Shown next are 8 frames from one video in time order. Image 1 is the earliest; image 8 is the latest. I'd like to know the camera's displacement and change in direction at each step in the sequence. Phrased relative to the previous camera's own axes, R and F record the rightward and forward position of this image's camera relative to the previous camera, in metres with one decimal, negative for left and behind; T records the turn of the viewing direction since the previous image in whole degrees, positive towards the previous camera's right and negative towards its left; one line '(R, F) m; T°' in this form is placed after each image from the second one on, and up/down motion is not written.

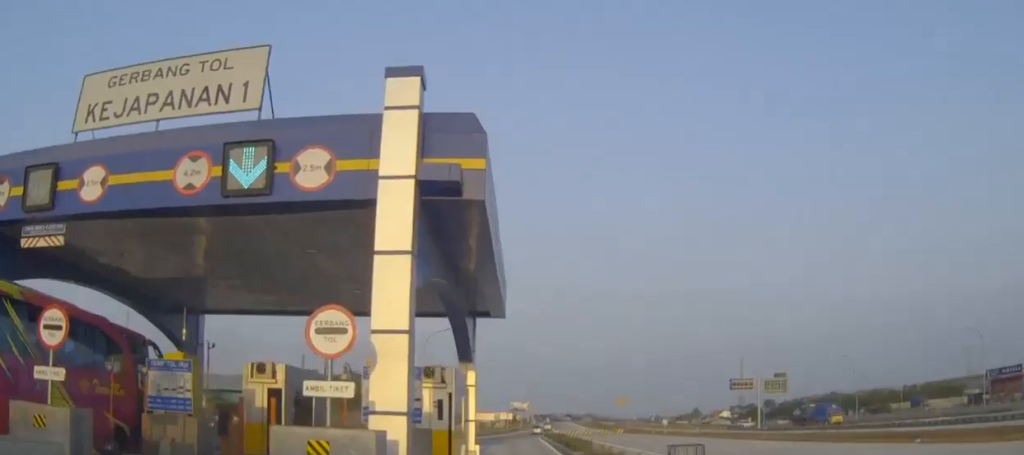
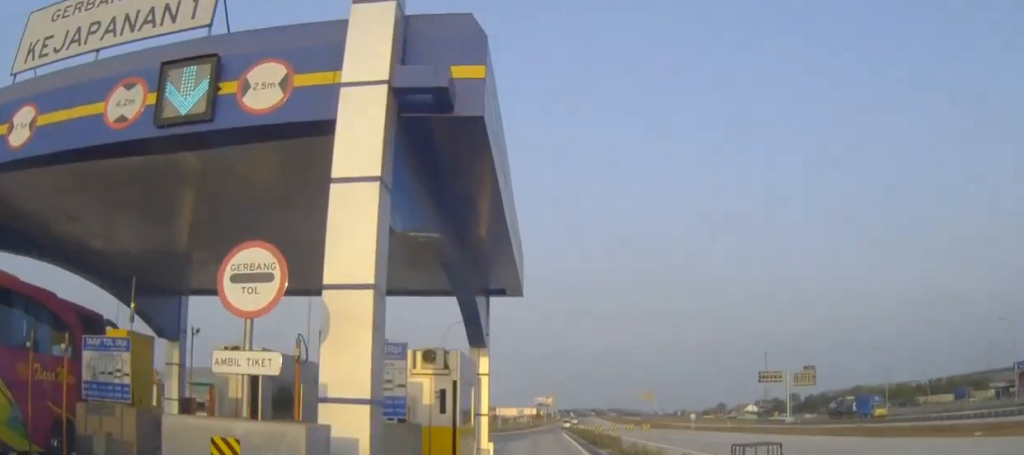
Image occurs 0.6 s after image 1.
(-0.1, +3.8) m; -2°
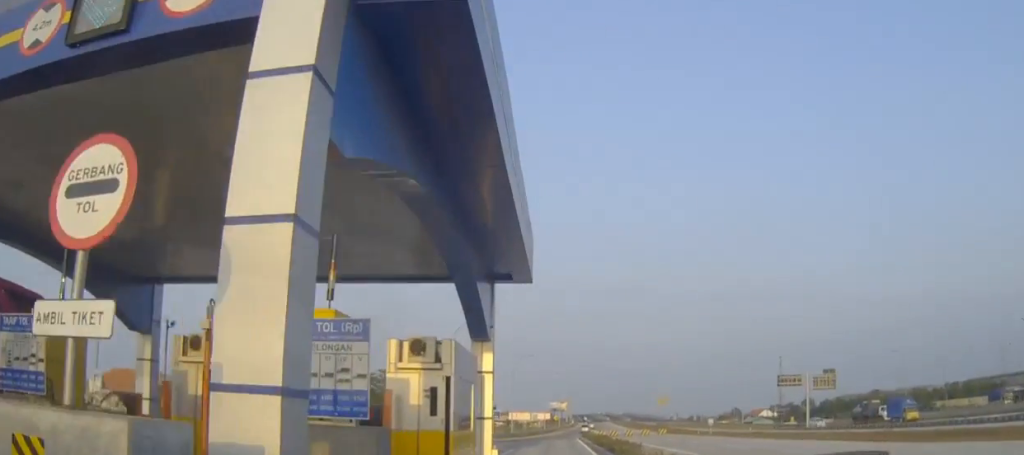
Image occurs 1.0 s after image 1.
(0.0, +3.2) m; -1°
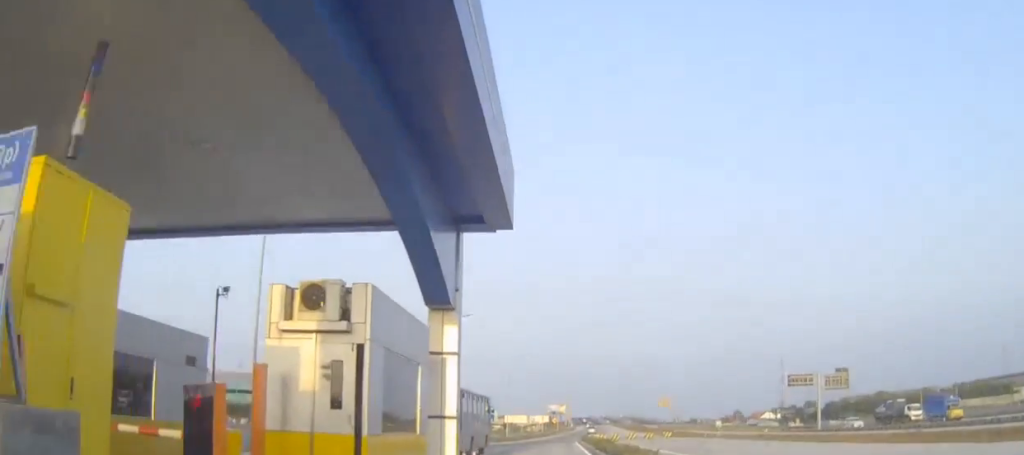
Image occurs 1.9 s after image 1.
(-0.1, +6.3) m; -2°
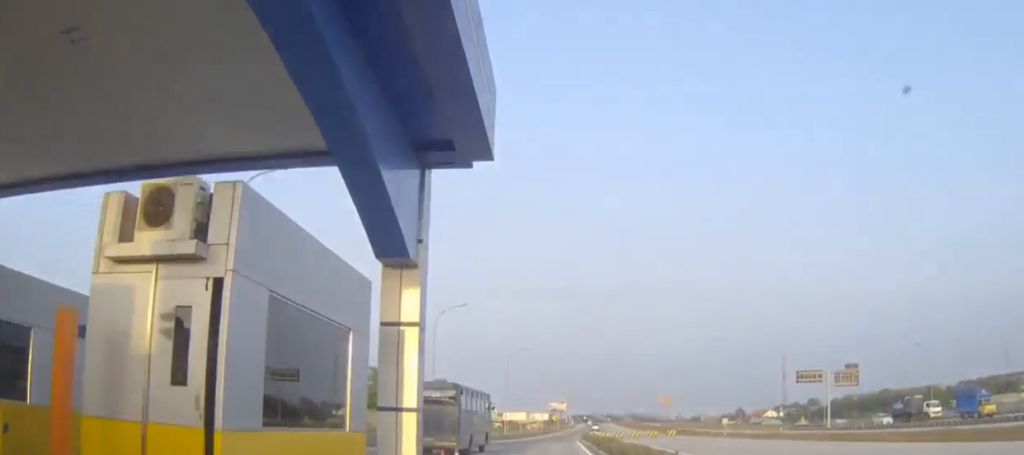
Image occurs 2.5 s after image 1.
(-0.1, +4.0) m; -1°
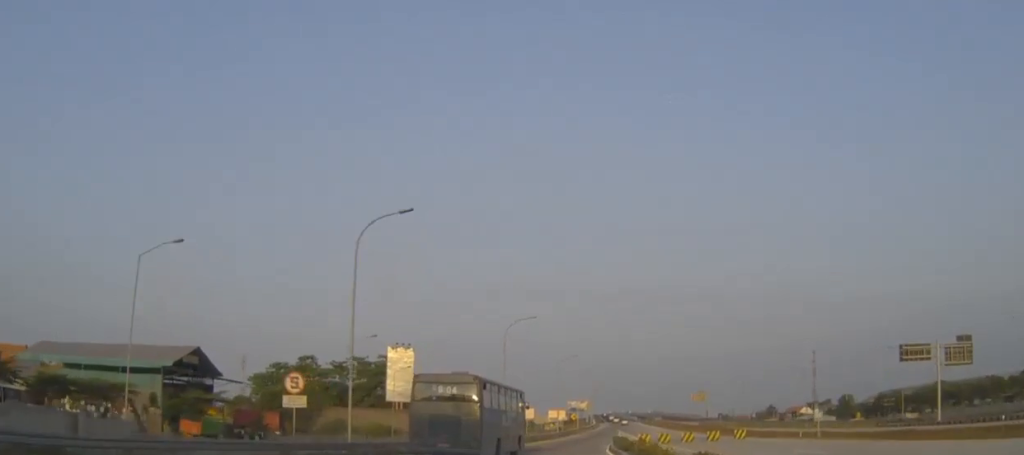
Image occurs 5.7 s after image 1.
(+0.6, +28.6) m; +3°
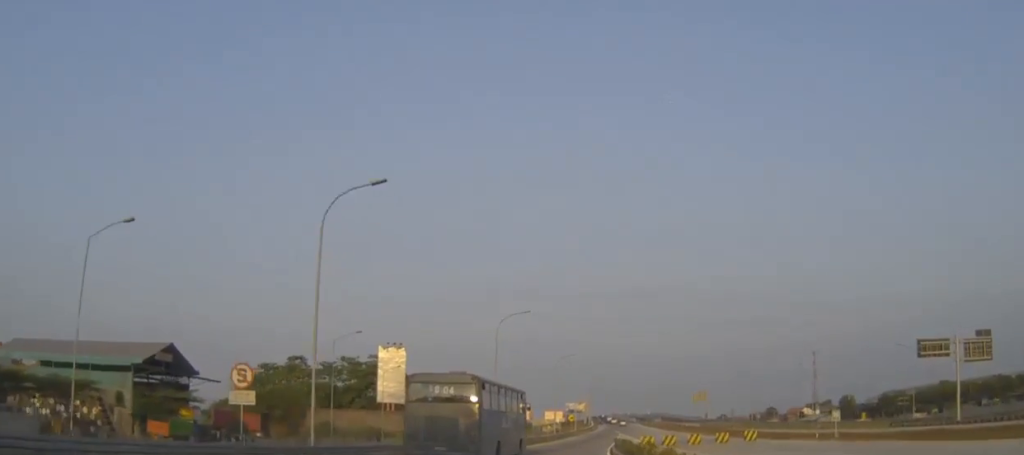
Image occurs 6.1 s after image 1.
(0.0, +4.8) m; 0°
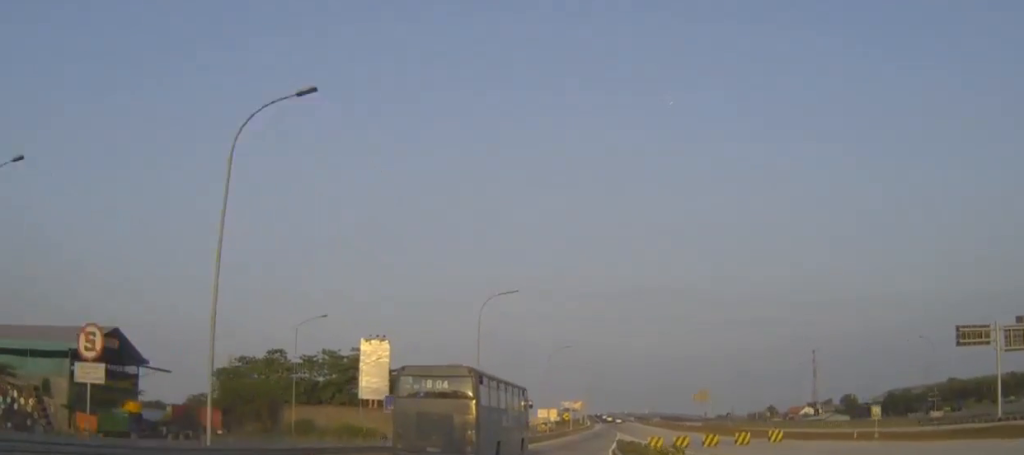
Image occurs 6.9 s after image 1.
(0.0, +8.7) m; 0°
